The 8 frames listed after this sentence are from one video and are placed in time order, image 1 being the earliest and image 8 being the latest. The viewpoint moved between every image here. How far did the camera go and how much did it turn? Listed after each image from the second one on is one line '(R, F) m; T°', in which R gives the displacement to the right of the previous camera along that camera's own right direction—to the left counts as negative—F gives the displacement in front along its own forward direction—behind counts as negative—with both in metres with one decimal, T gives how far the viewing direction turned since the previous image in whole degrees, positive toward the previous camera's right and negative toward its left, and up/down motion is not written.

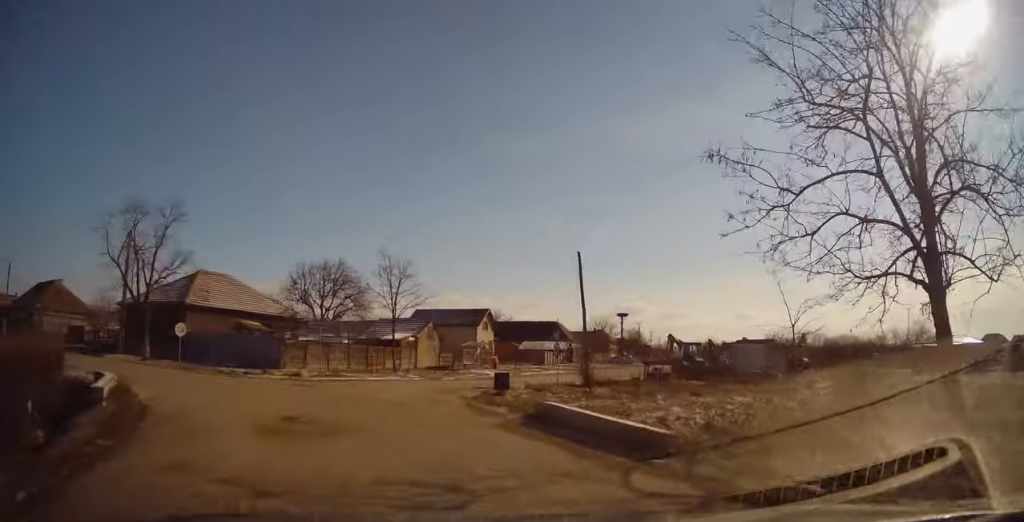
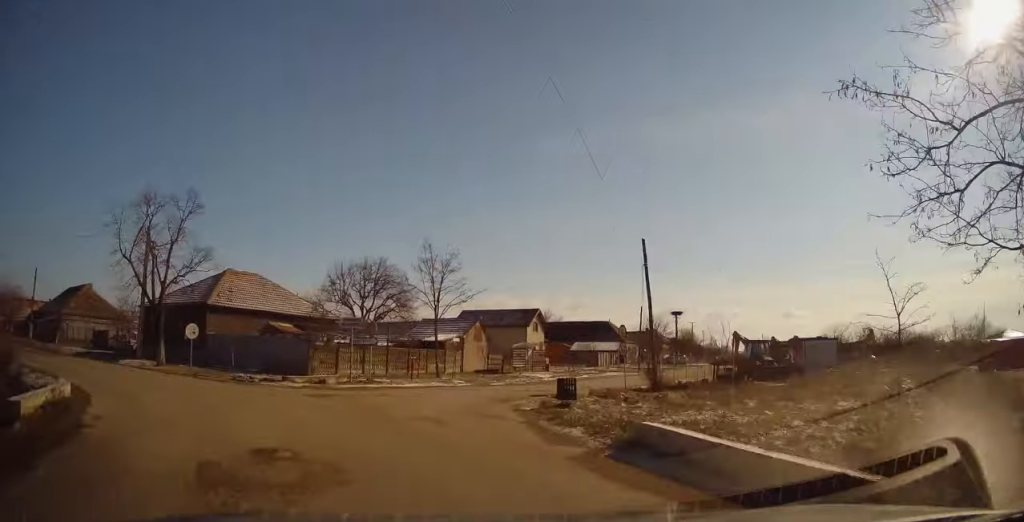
(-0.3, +3.2) m; -5°
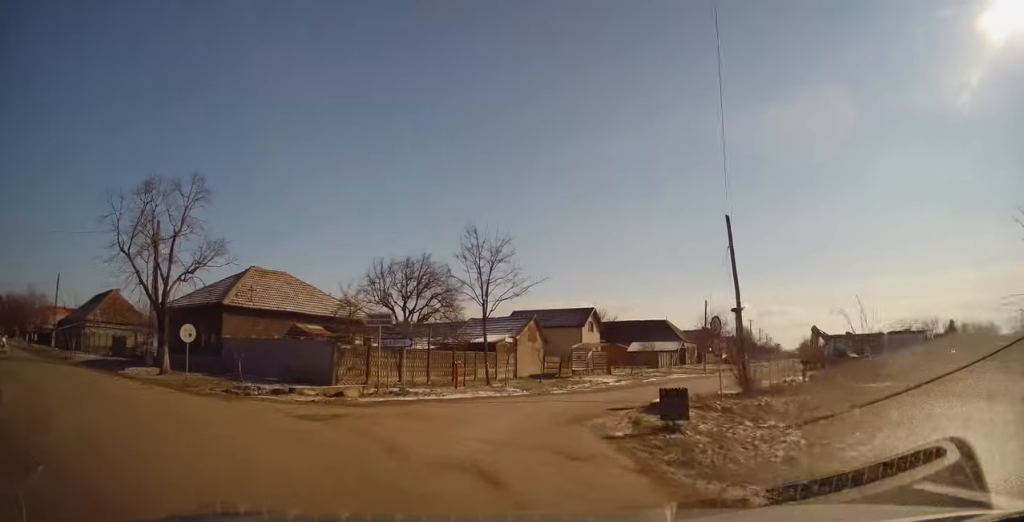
(-0.2, +3.9) m; -4°
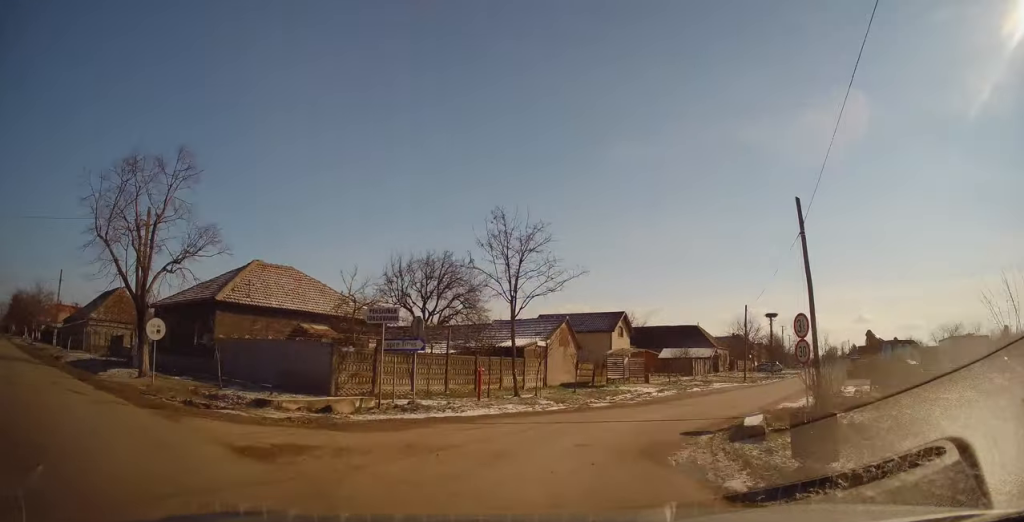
(0.0, +3.5) m; -3°
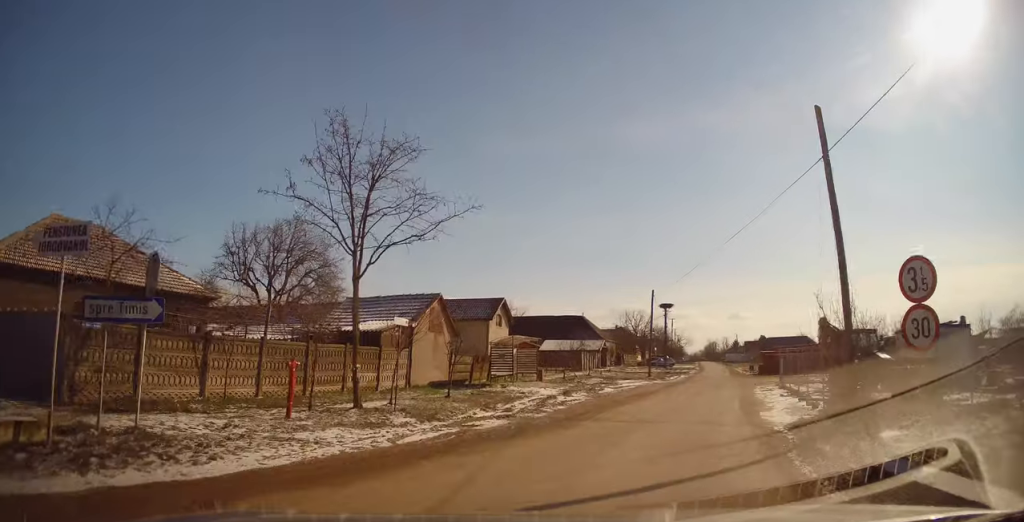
(+0.3, +8.4) m; +14°
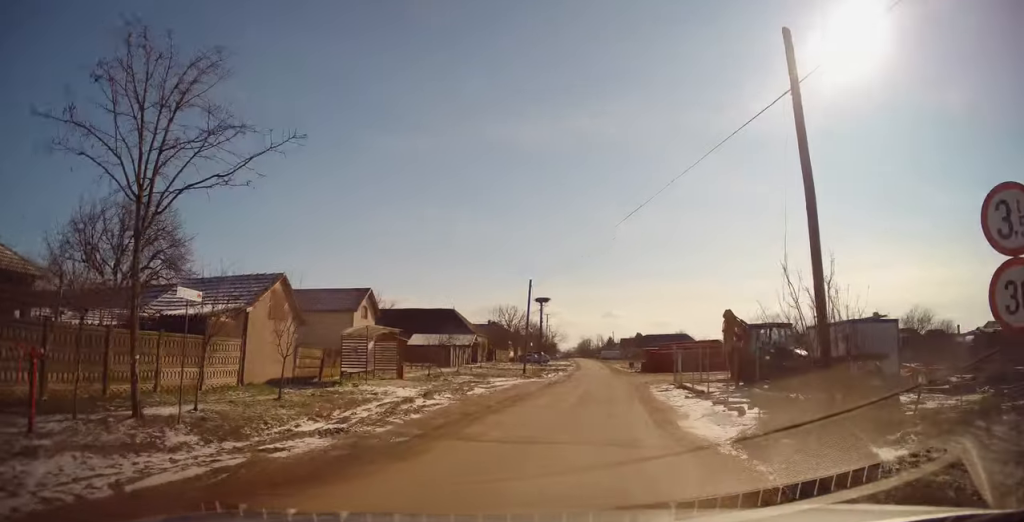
(+0.6, +3.7) m; +10°
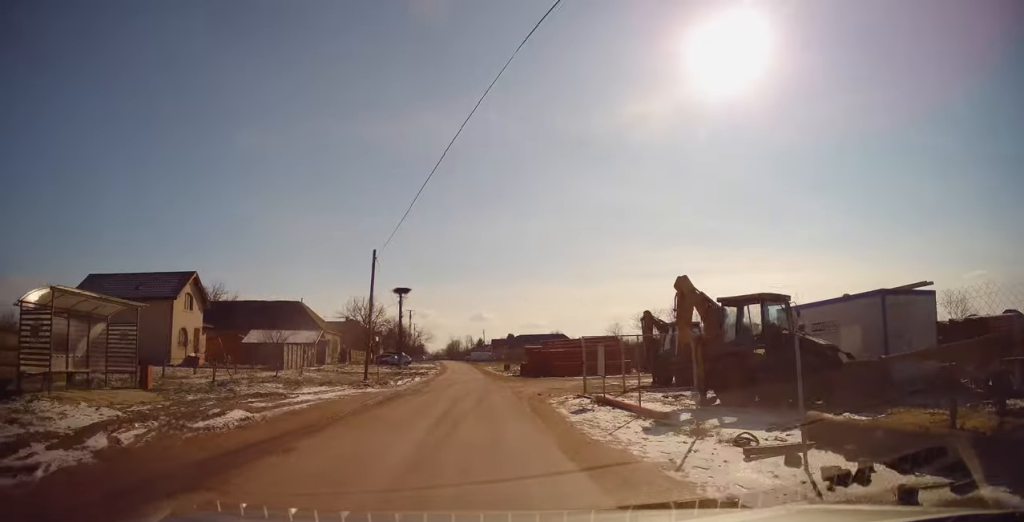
(+1.1, +9.5) m; +13°
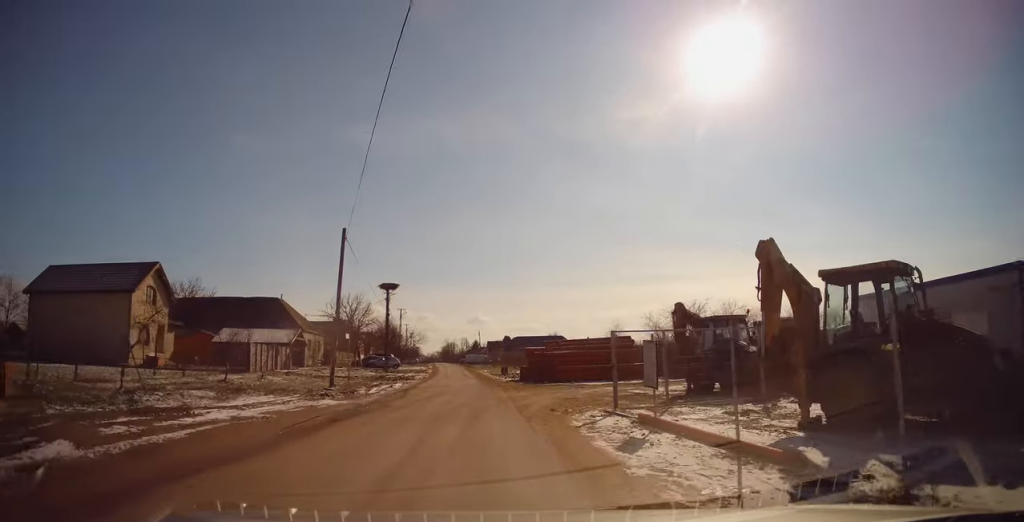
(+0.3, +4.8) m; +3°
